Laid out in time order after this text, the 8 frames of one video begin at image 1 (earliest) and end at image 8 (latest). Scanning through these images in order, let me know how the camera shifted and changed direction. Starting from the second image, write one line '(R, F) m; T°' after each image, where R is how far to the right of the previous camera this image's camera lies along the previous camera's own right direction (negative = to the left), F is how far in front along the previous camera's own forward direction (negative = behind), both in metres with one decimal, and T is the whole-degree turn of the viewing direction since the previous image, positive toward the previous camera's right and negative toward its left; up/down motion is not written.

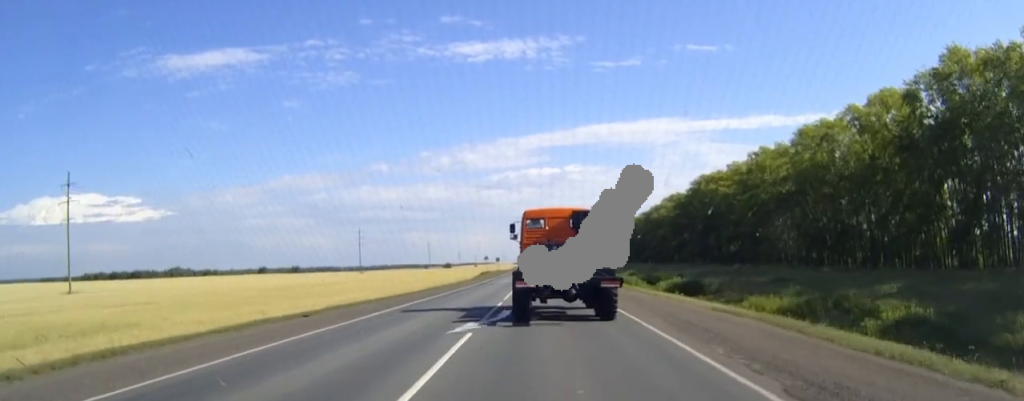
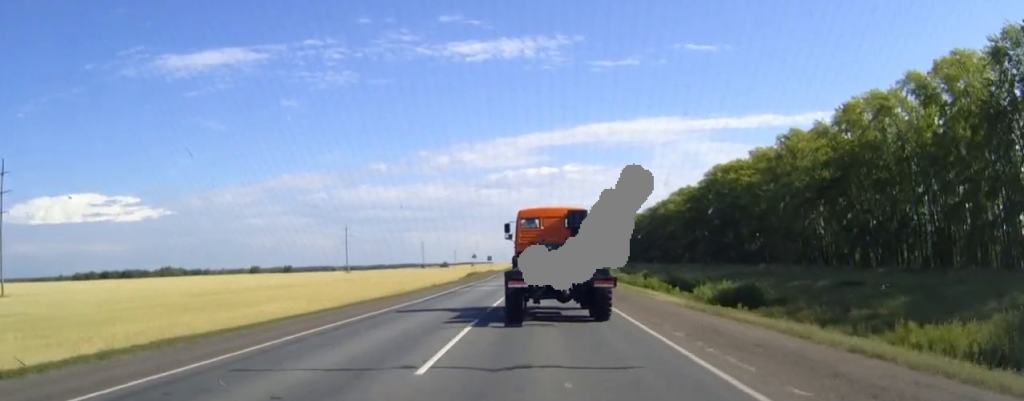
(0.0, +20.5) m; 0°
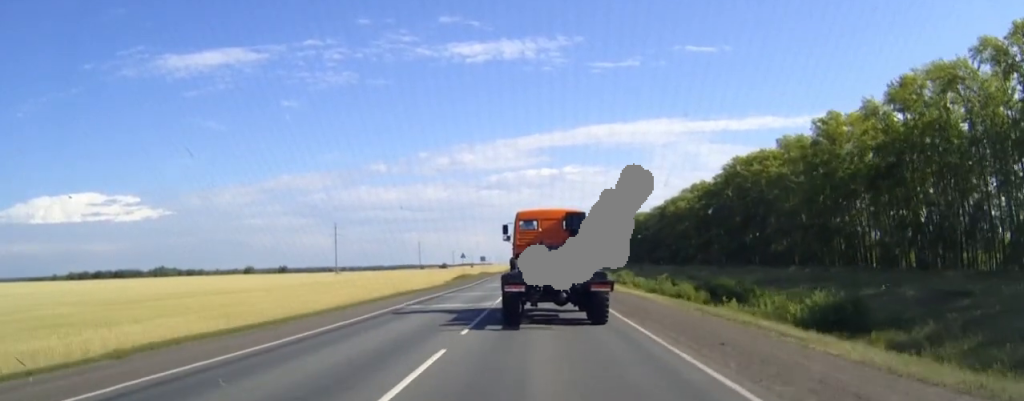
(0.0, +18.0) m; 0°
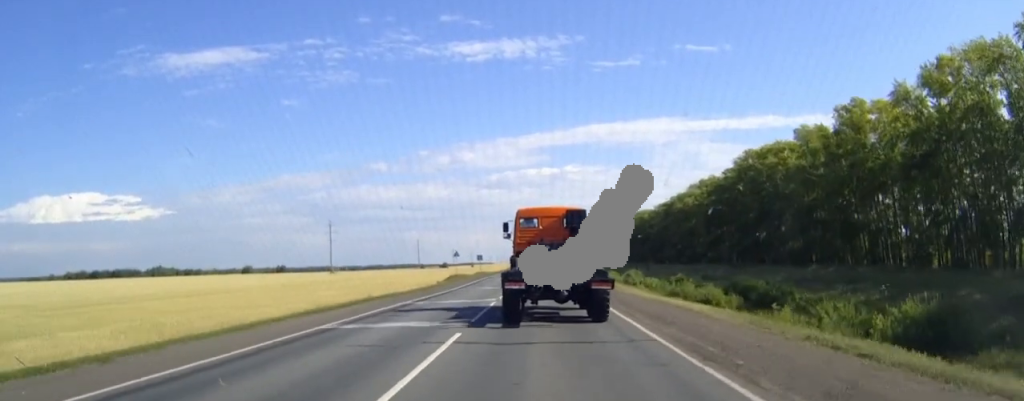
(0.0, +9.3) m; 0°
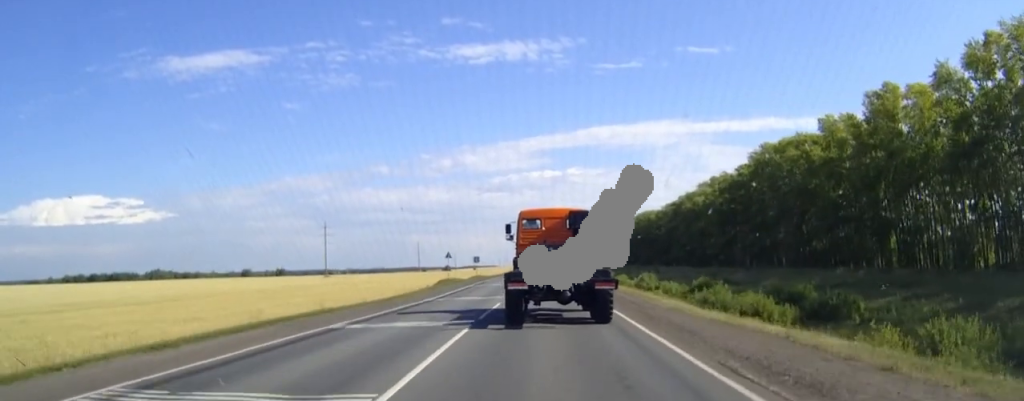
(0.0, +10.6) m; 0°
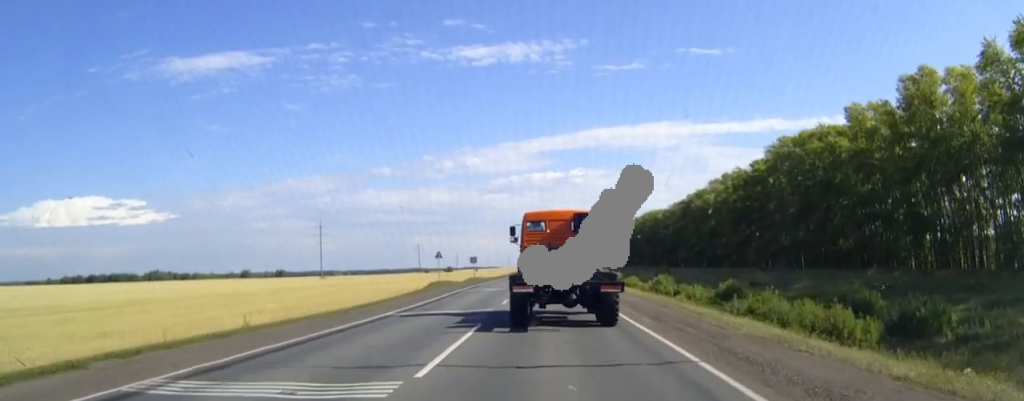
(0.0, +10.0) m; 0°
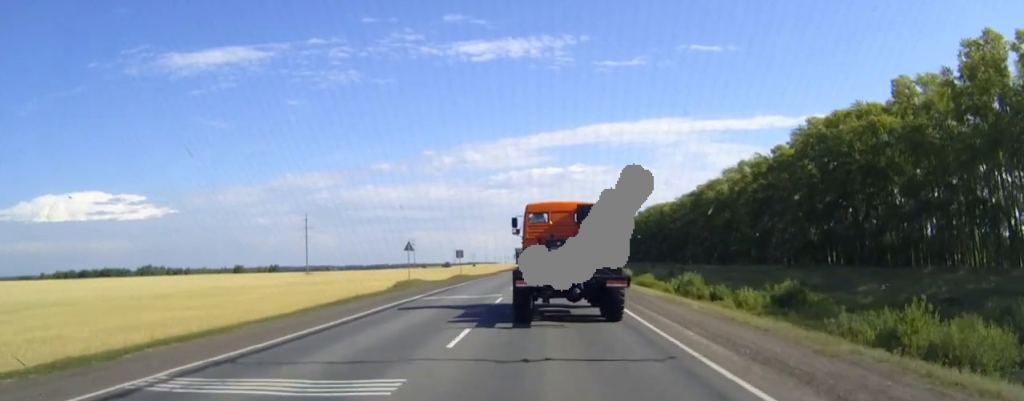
(0.0, +16.0) m; 0°
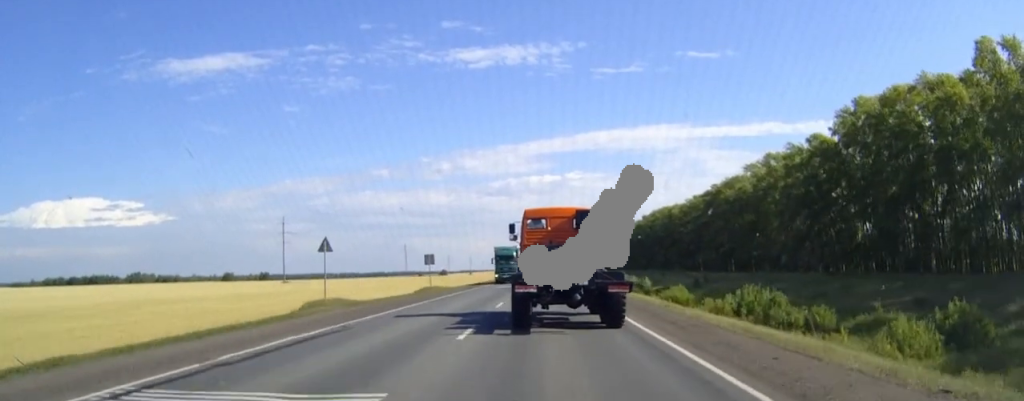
(+0.1, +21.9) m; 0°
